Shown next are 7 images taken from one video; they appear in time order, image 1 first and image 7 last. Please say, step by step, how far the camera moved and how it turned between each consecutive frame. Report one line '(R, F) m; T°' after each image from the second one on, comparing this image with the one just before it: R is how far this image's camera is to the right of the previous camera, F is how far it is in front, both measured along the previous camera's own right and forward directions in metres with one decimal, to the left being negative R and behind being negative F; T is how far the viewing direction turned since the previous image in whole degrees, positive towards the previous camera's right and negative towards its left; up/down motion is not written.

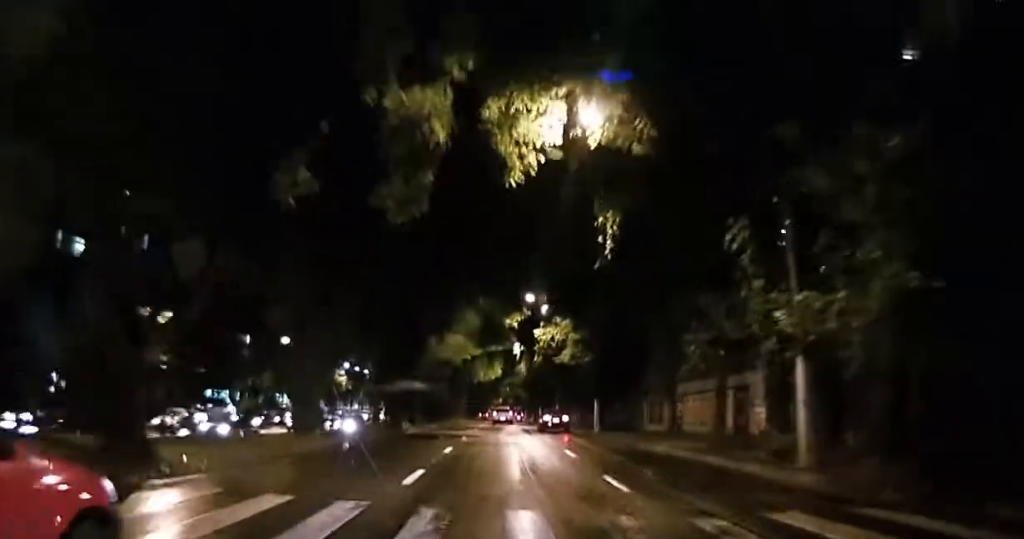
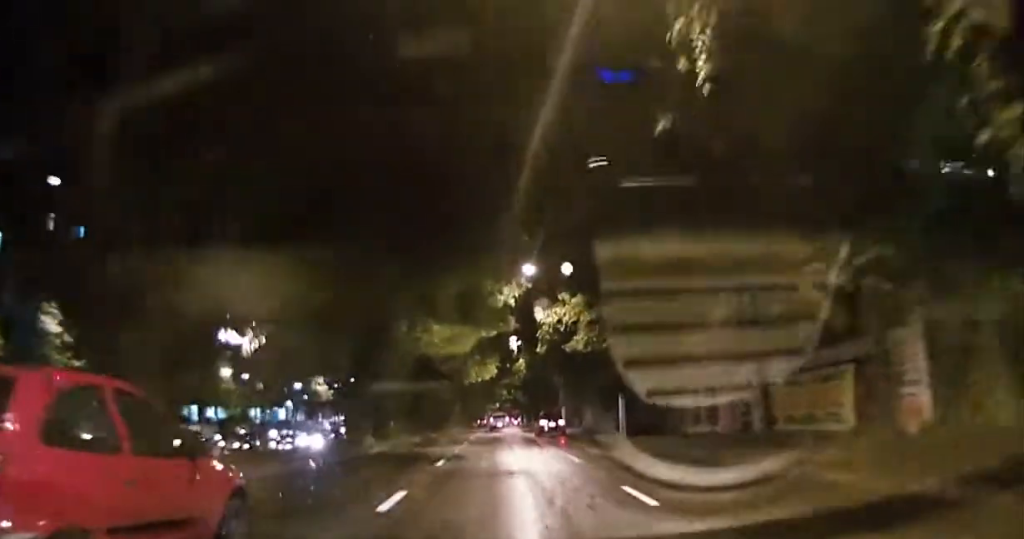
(+0.1, +9.4) m; +2°
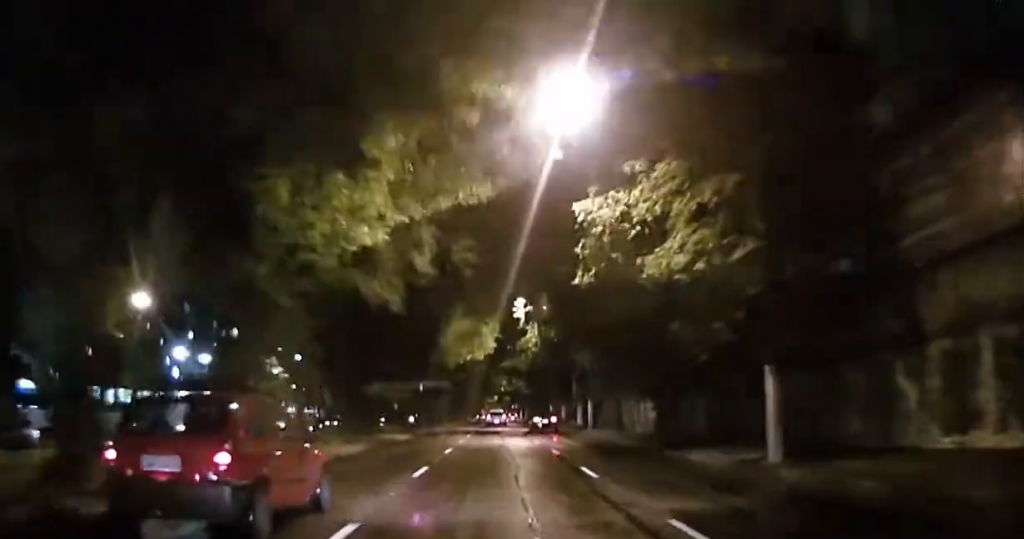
(+0.4, +17.4) m; 0°
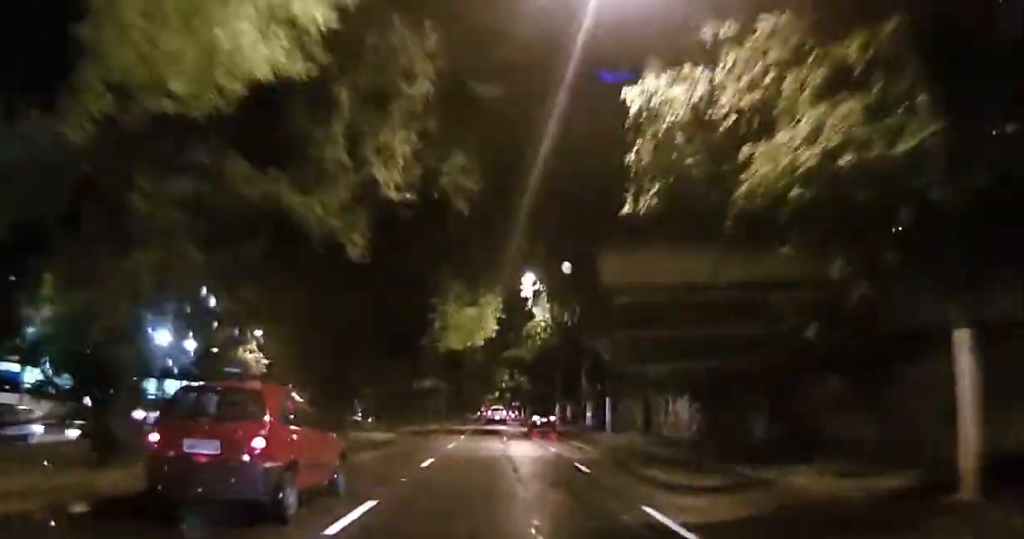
(-0.2, +6.2) m; -1°
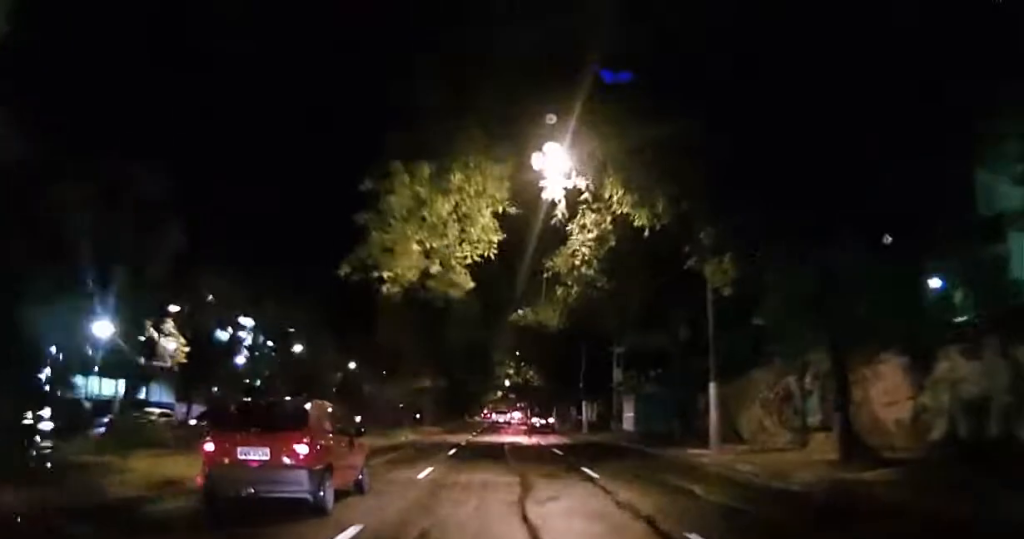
(+0.2, +16.6) m; 0°
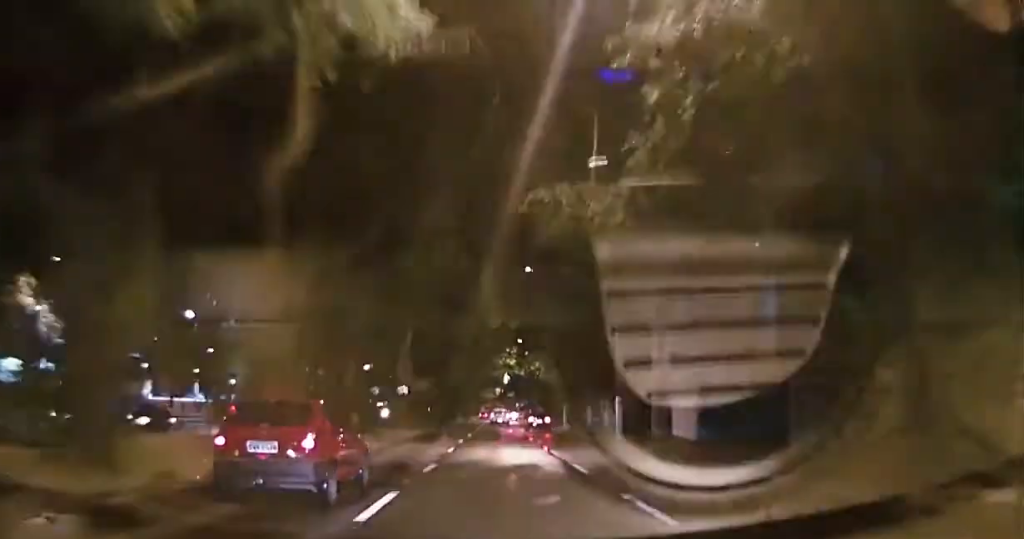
(-0.1, +13.6) m; -1°
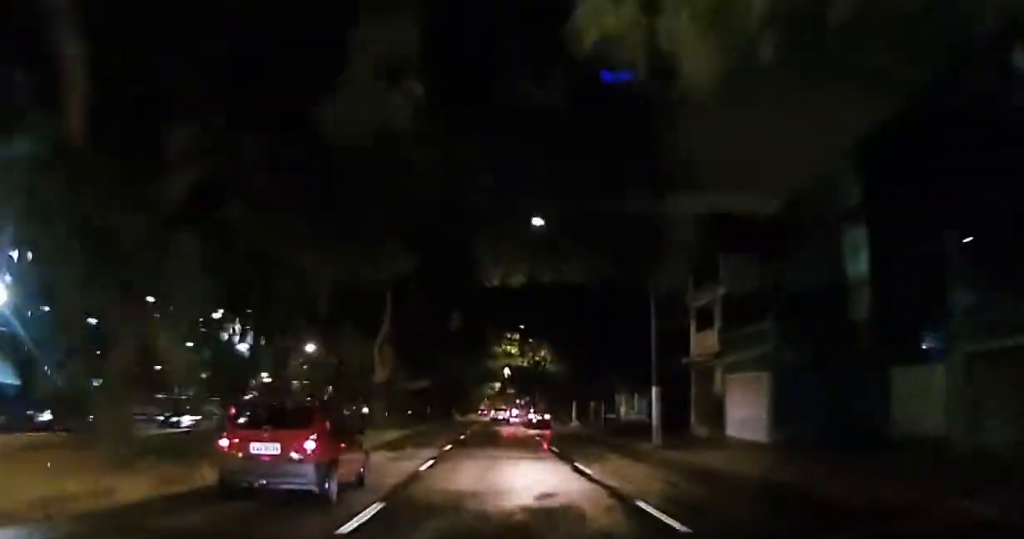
(-0.1, +7.3) m; -1°
